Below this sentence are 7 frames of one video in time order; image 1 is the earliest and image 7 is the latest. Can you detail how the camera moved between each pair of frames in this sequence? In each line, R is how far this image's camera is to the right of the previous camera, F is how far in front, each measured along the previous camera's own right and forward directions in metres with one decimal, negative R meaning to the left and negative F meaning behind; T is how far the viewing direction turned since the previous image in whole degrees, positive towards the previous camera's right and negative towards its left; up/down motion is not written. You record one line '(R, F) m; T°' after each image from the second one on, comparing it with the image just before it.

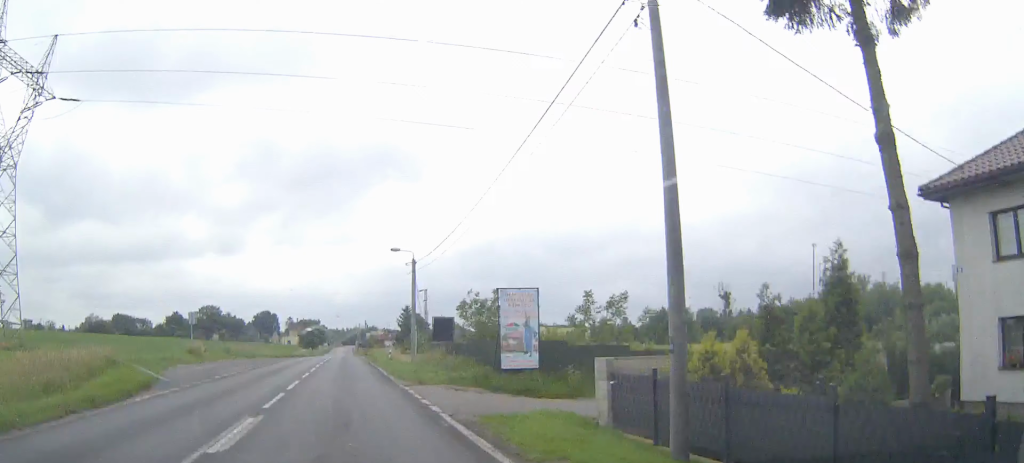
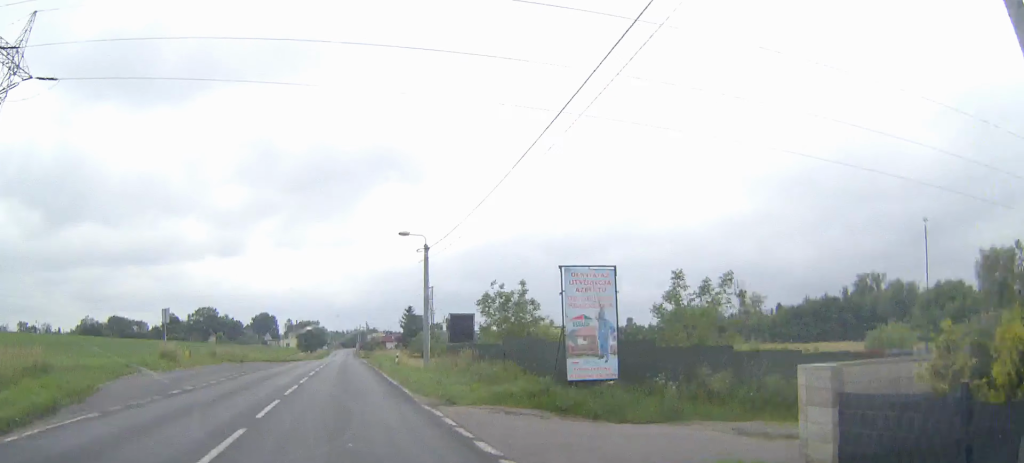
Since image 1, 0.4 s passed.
(0.0, +7.4) m; 0°
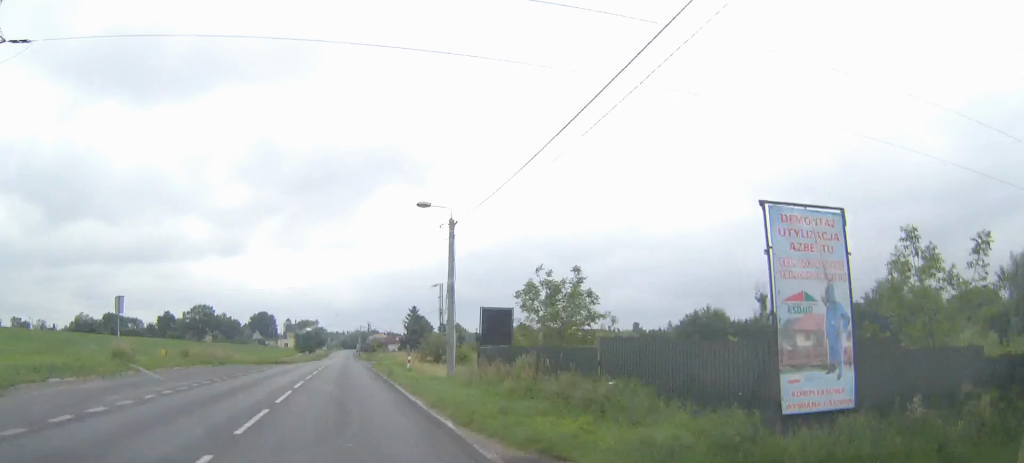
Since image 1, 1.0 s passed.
(0.0, +9.4) m; 0°
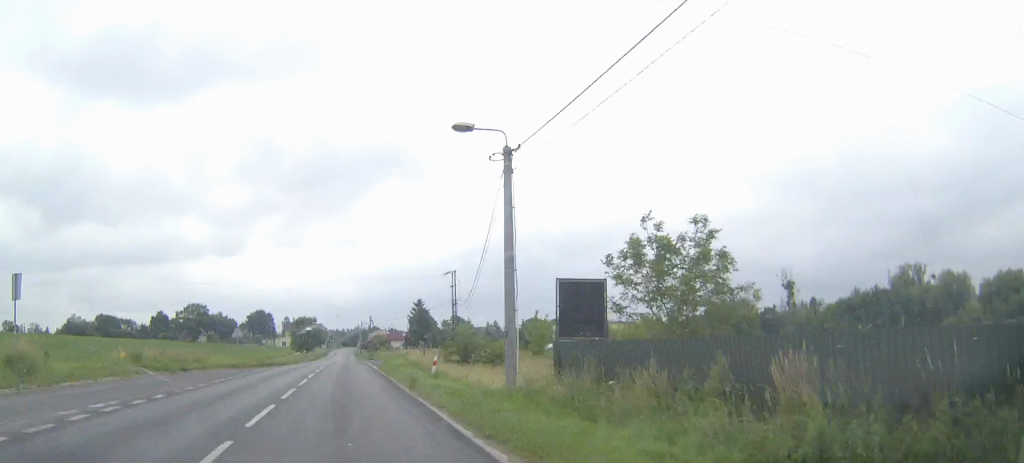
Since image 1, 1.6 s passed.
(0.0, +10.7) m; 0°
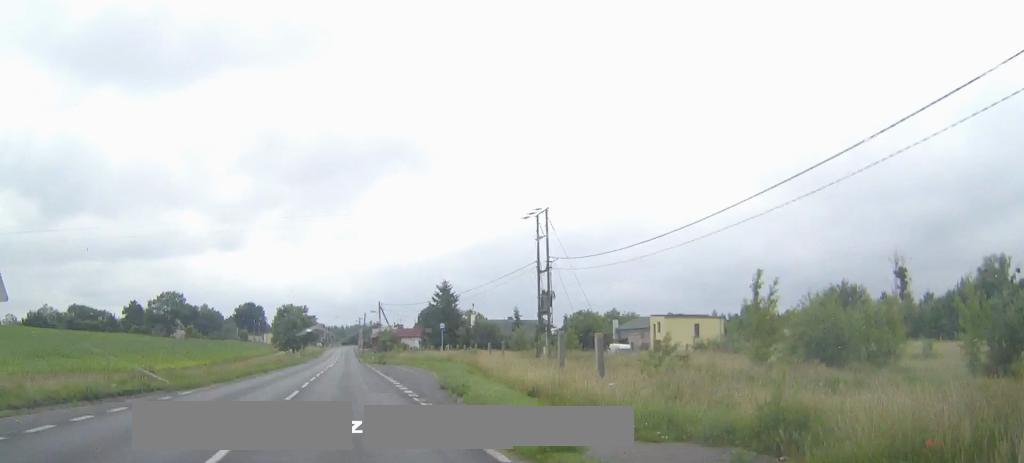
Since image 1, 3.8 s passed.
(0.0, +36.5) m; 0°
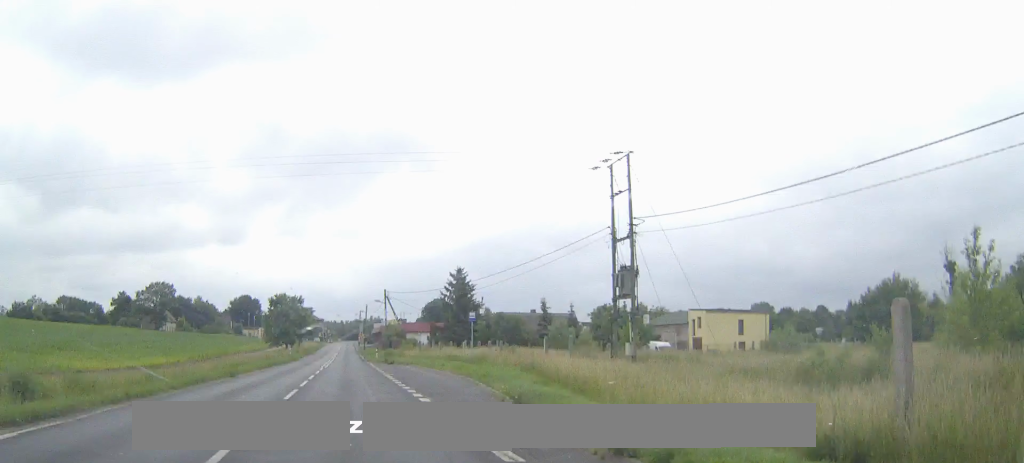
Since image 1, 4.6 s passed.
(0.0, +13.0) m; 0°
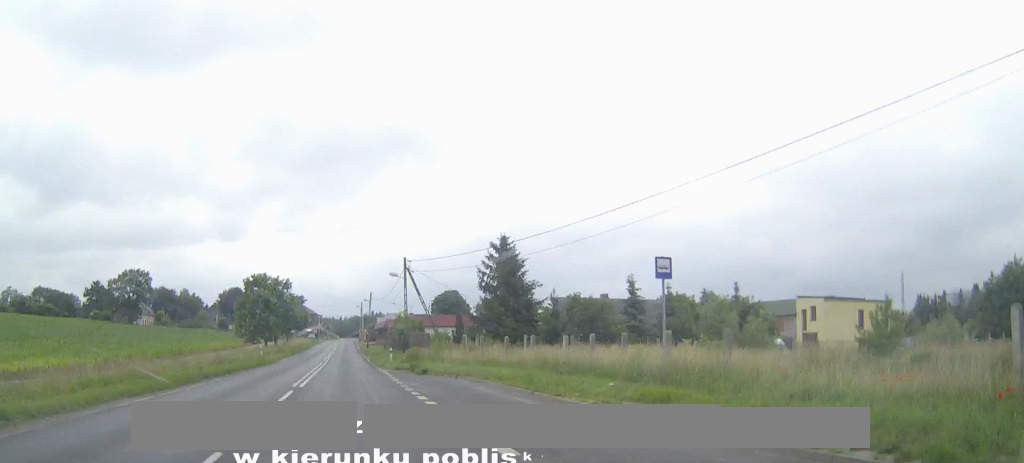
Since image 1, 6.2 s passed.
(0.0, +25.6) m; 0°
